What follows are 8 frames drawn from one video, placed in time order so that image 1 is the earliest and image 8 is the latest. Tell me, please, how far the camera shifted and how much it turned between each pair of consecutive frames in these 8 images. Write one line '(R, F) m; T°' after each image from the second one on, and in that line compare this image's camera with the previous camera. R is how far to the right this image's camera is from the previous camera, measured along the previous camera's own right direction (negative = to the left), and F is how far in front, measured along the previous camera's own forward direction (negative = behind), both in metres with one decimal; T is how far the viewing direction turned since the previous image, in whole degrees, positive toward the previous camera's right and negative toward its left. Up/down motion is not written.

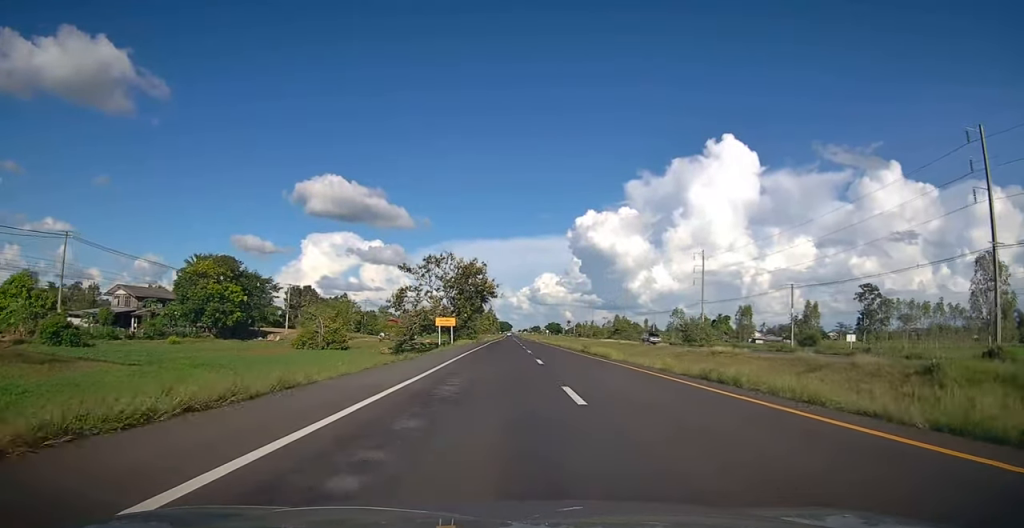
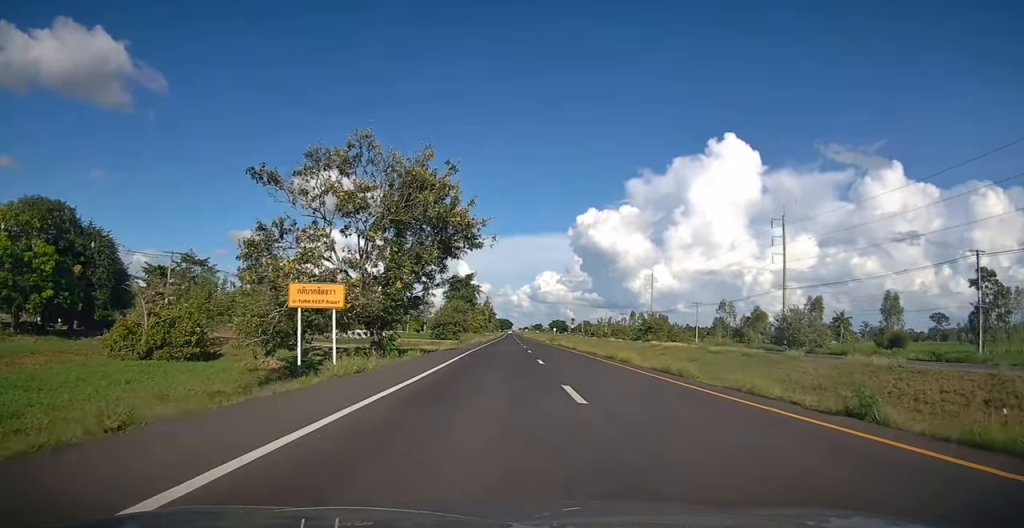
(-0.1, +36.0) m; 0°
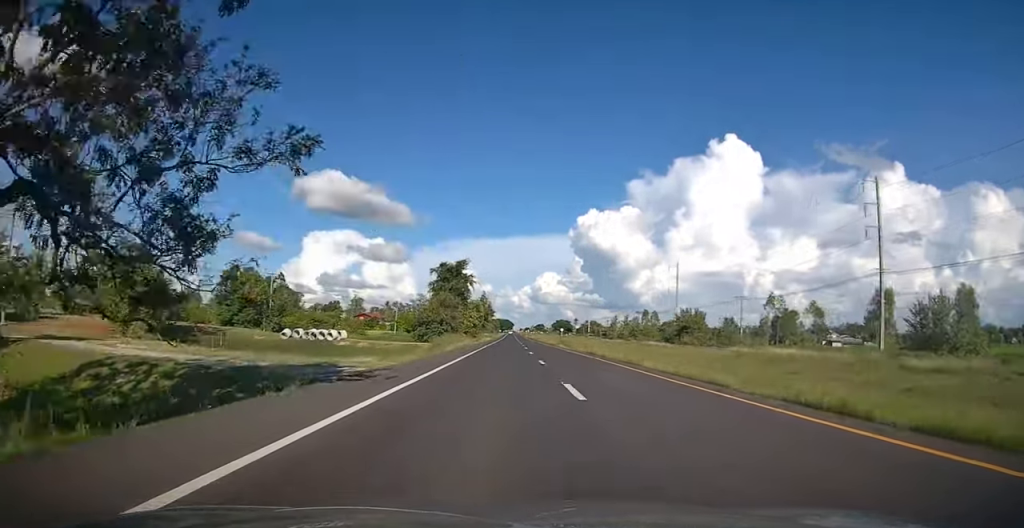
(0.0, +23.5) m; 0°
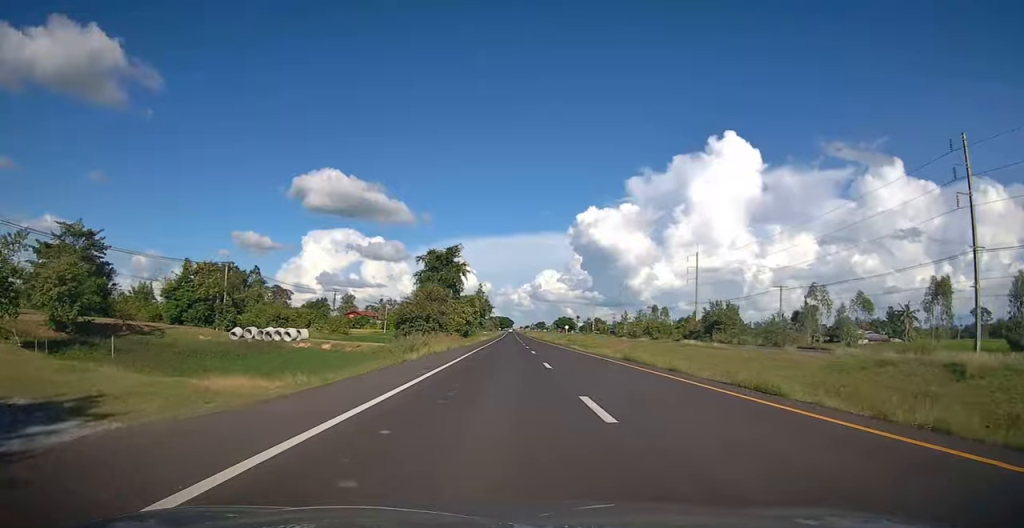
(-0.1, +14.7) m; 0°
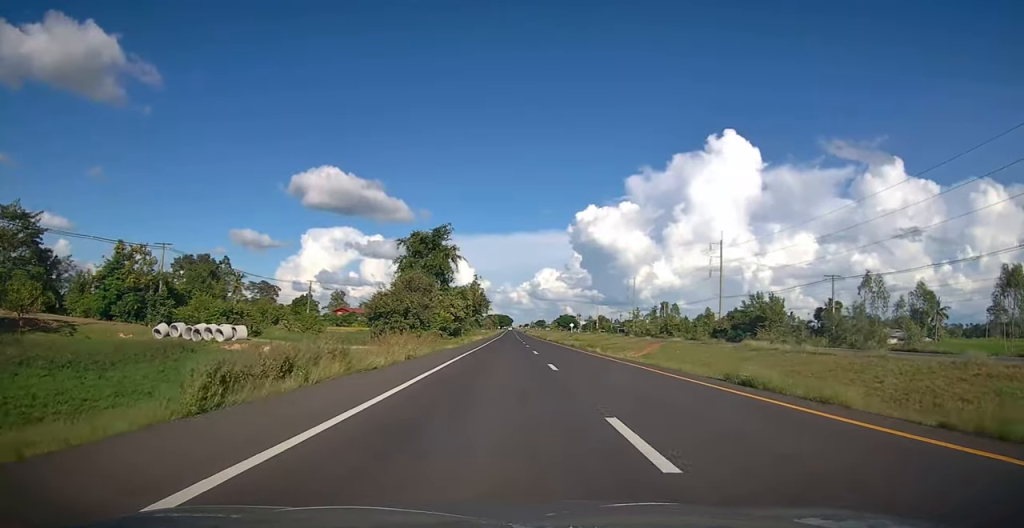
(0.0, +14.7) m; 0°
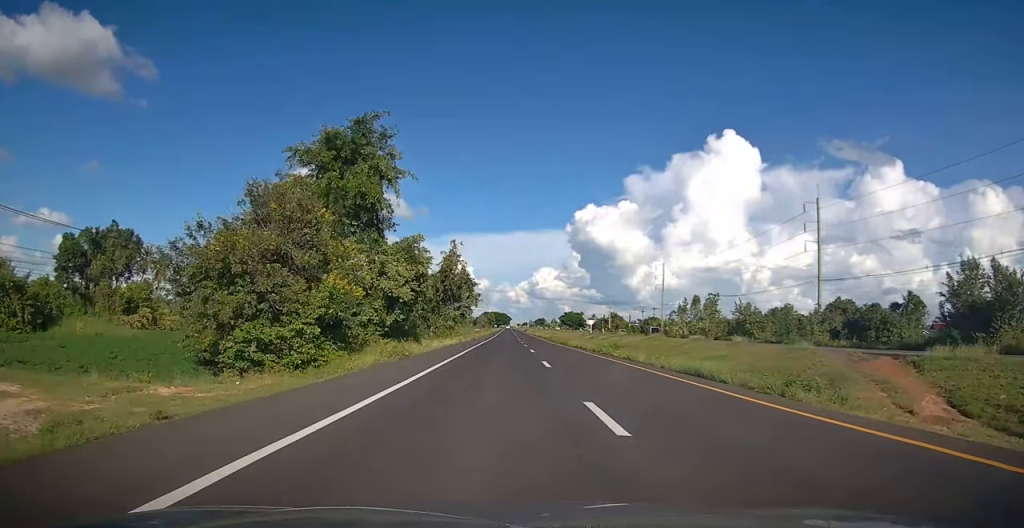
(+0.1, +36.6) m; 0°
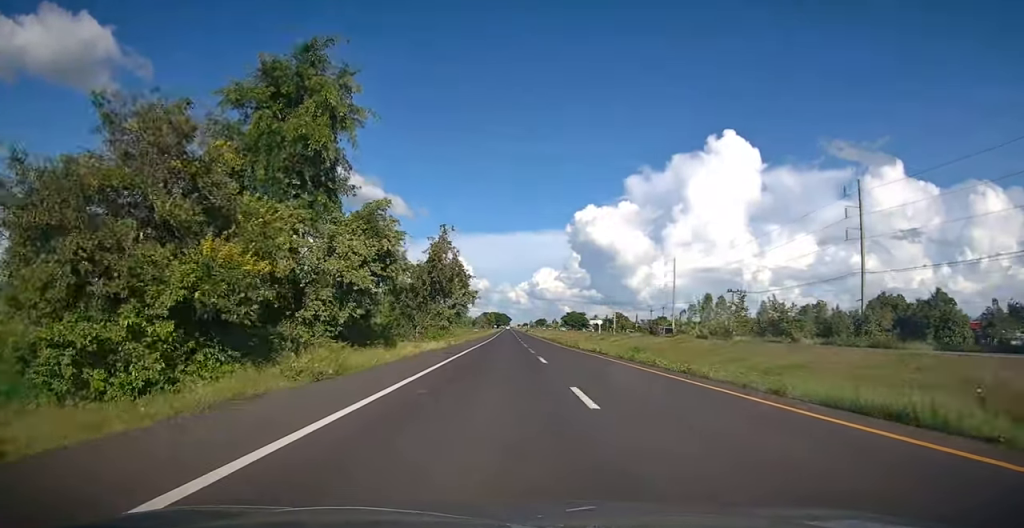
(+0.1, +9.9) m; 0°
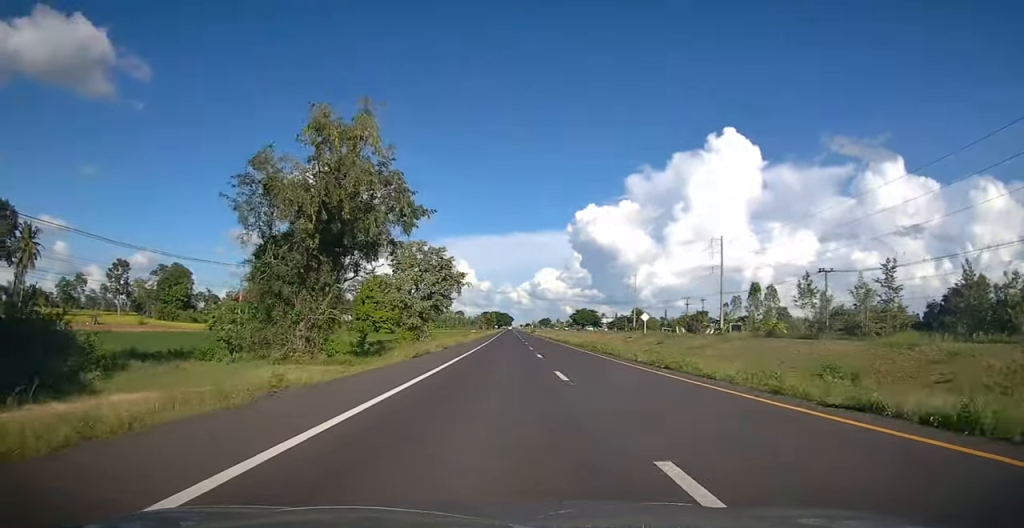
(+0.1, +30.8) m; 0°
